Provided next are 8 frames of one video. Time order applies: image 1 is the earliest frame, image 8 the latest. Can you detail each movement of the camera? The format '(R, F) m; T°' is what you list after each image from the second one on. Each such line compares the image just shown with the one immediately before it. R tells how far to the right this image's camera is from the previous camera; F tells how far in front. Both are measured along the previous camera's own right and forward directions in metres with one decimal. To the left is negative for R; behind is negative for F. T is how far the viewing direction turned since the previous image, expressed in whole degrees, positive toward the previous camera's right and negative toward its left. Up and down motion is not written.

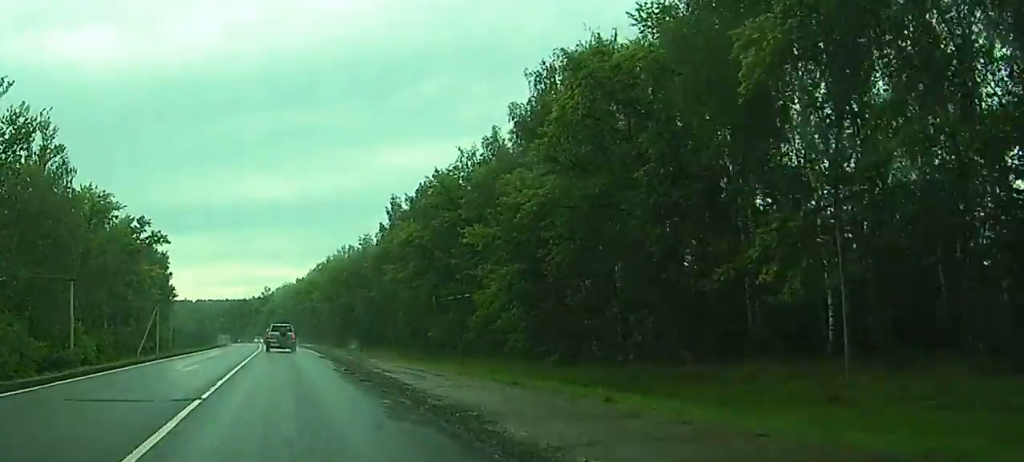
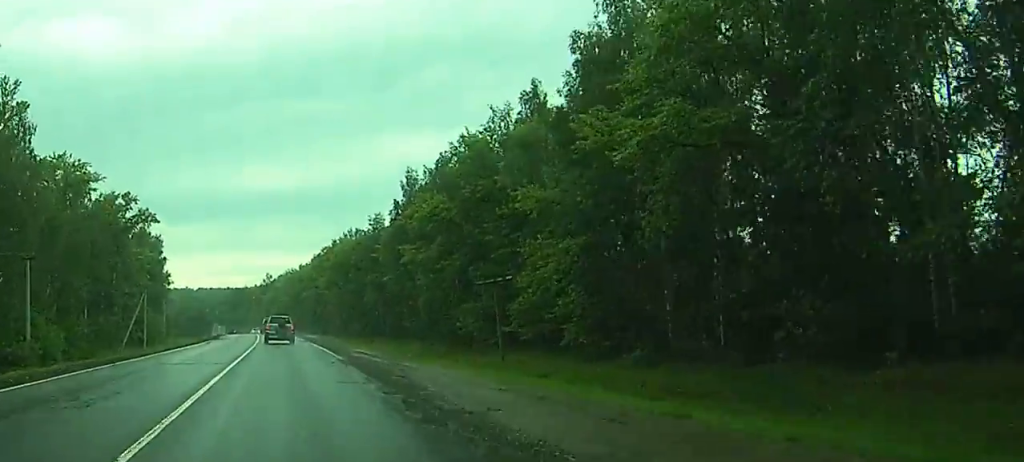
(+0.1, +13.5) m; +1°
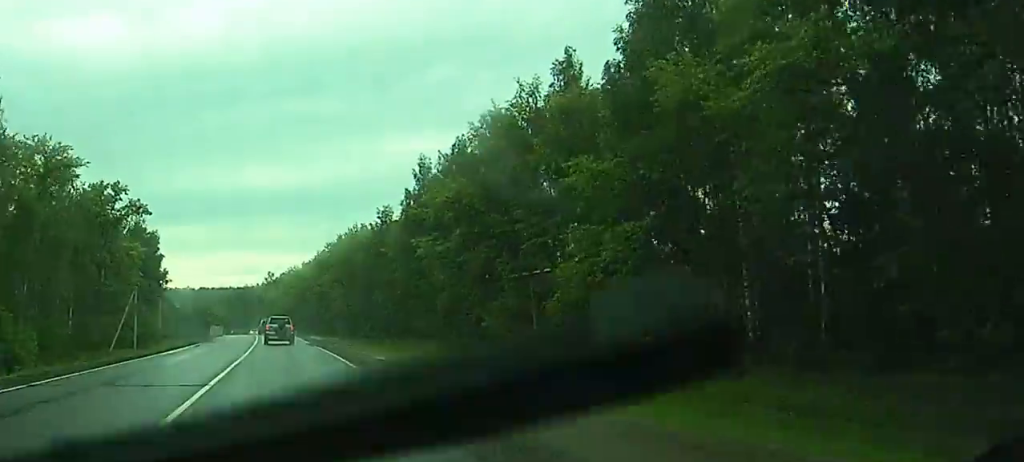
(+0.1, +8.7) m; 0°
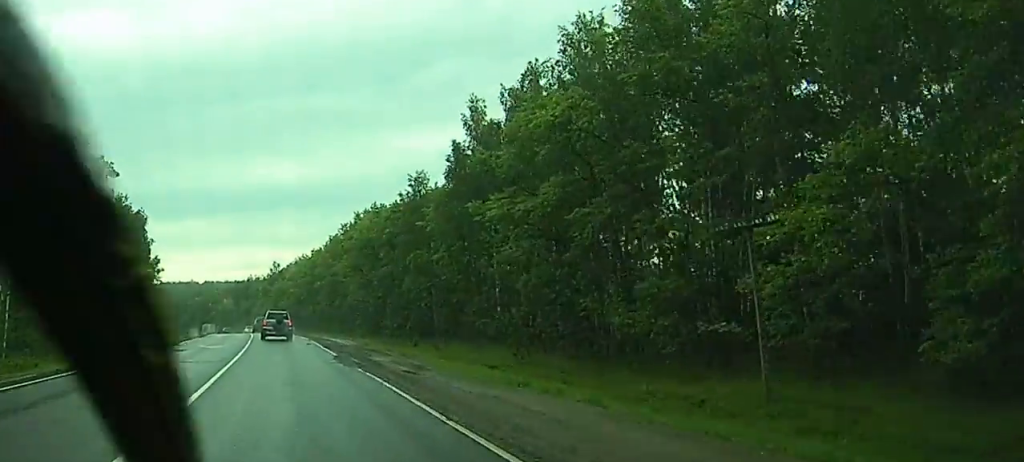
(0.0, +25.0) m; -1°
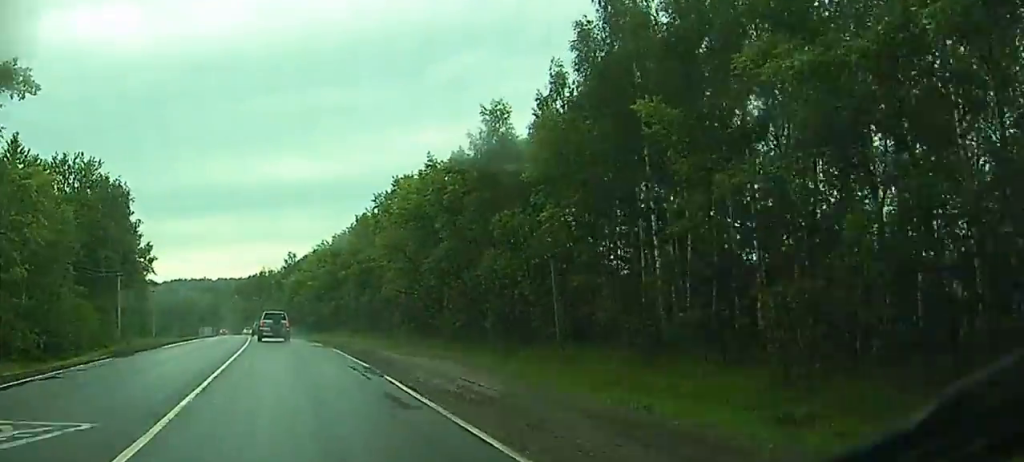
(-0.5, +30.8) m; -2°
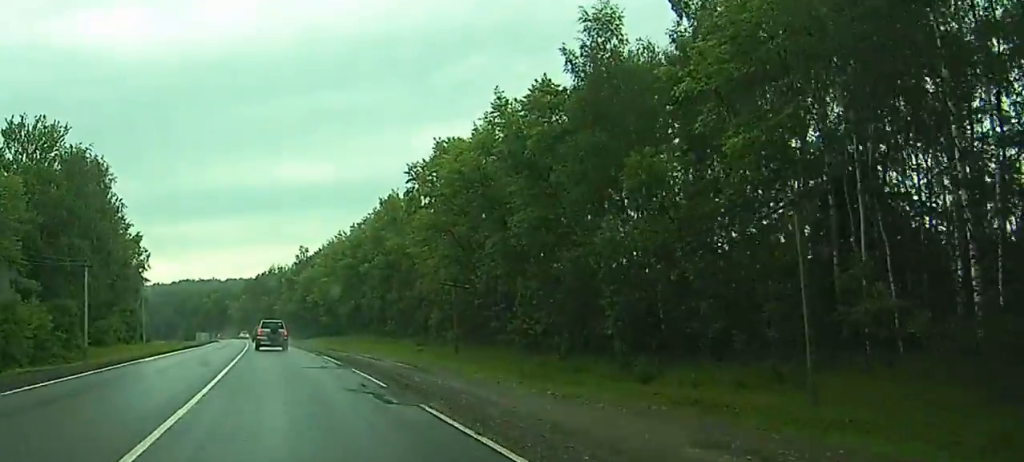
(-0.1, +22.6) m; 0°
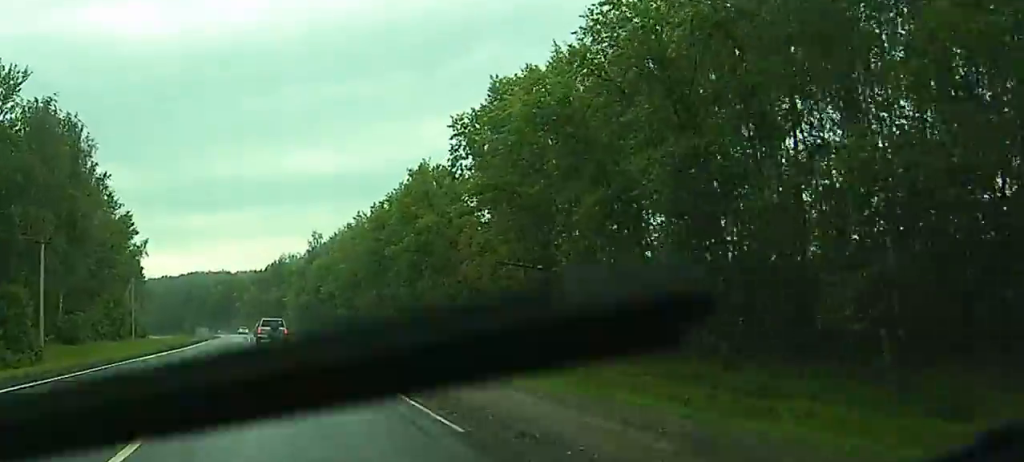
(0.0, +18.7) m; 0°
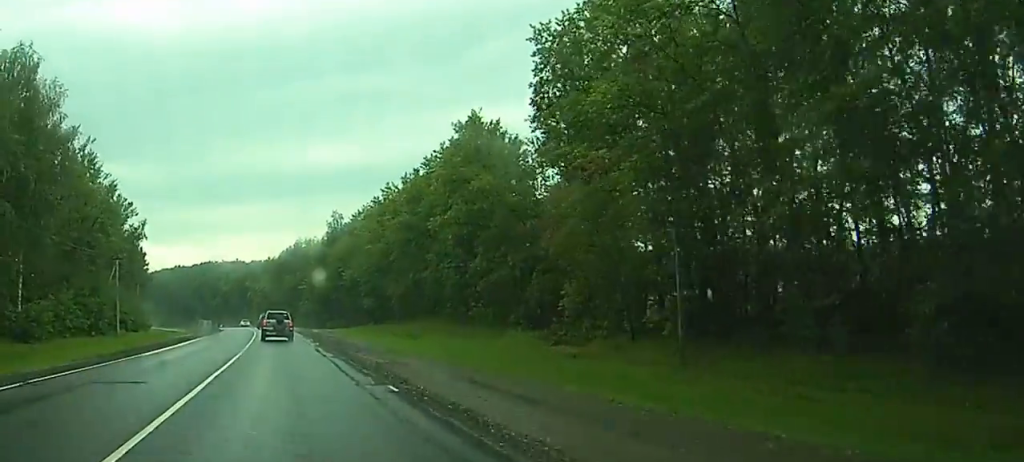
(-0.1, +20.4) m; -1°
